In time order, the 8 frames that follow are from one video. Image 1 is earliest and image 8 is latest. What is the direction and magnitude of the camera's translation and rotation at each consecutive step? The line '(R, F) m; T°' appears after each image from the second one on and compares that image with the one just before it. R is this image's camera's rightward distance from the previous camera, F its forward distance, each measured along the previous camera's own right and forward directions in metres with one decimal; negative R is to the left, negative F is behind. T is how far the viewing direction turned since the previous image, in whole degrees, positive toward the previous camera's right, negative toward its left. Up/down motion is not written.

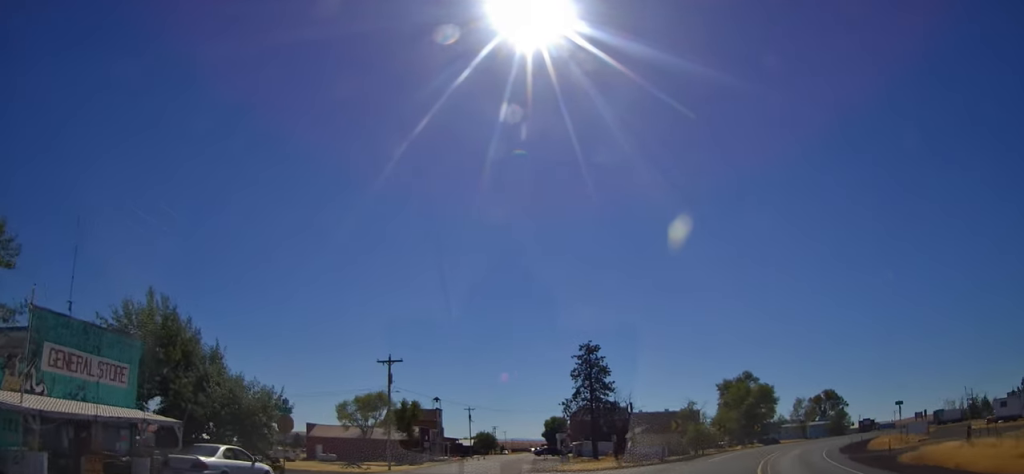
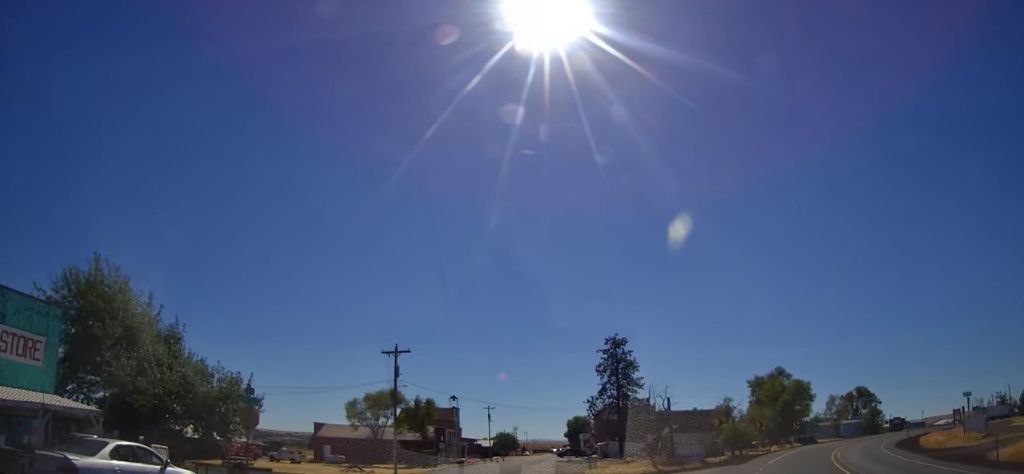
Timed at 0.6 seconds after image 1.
(+0.4, +6.5) m; 0°
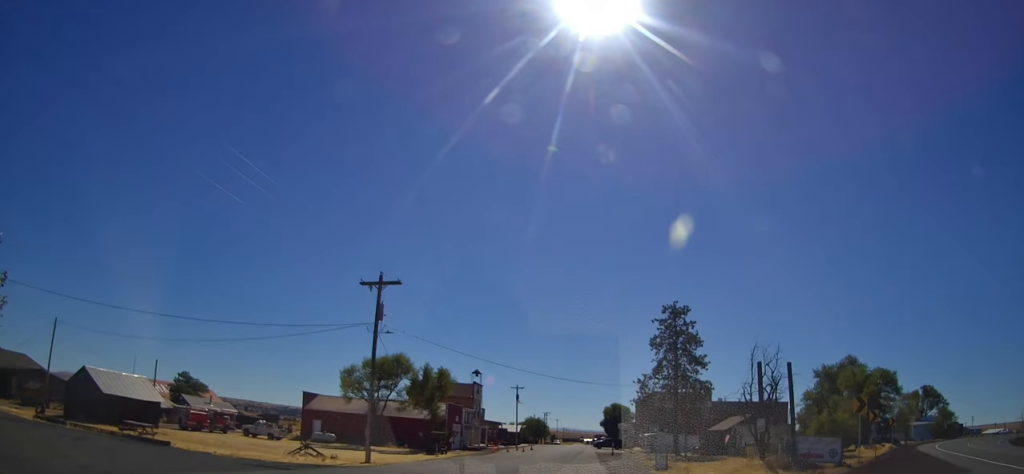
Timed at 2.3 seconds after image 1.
(-1.2, +17.7) m; -8°
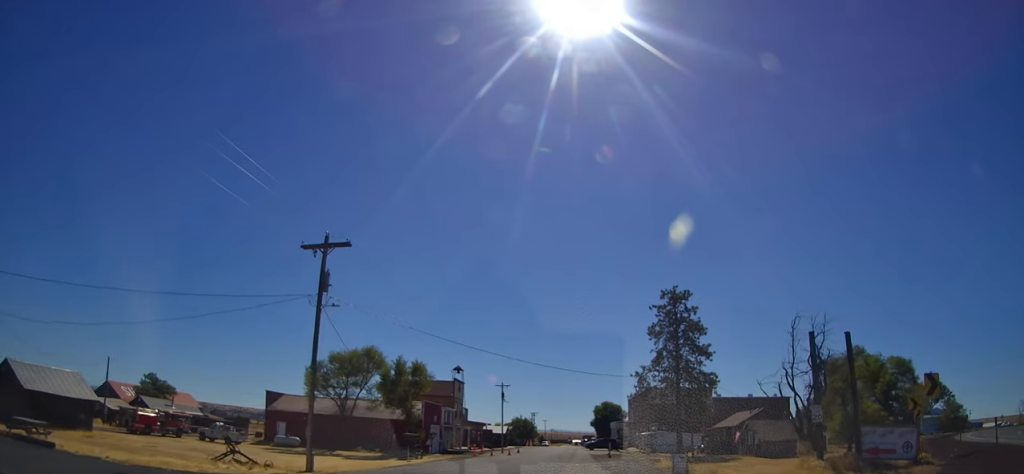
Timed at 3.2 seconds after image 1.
(-0.5, +8.0) m; -4°
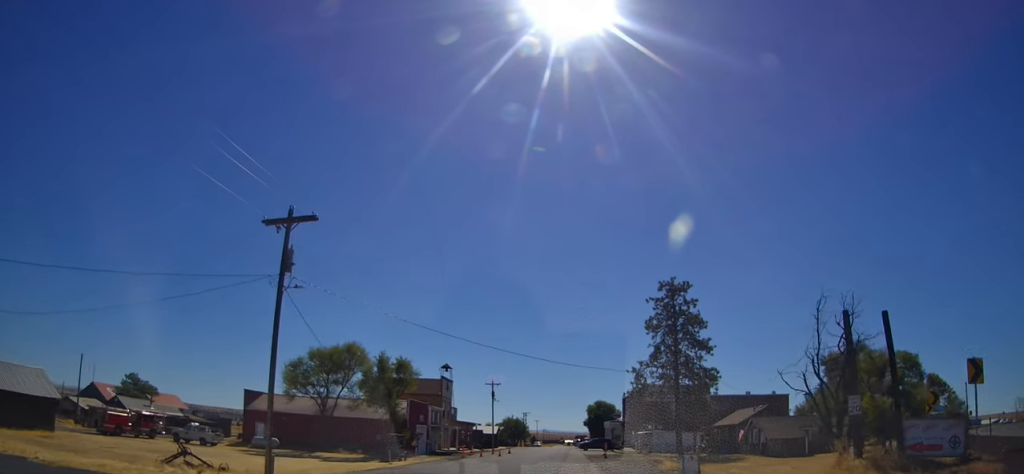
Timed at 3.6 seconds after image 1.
(-0.1, +3.8) m; -2°
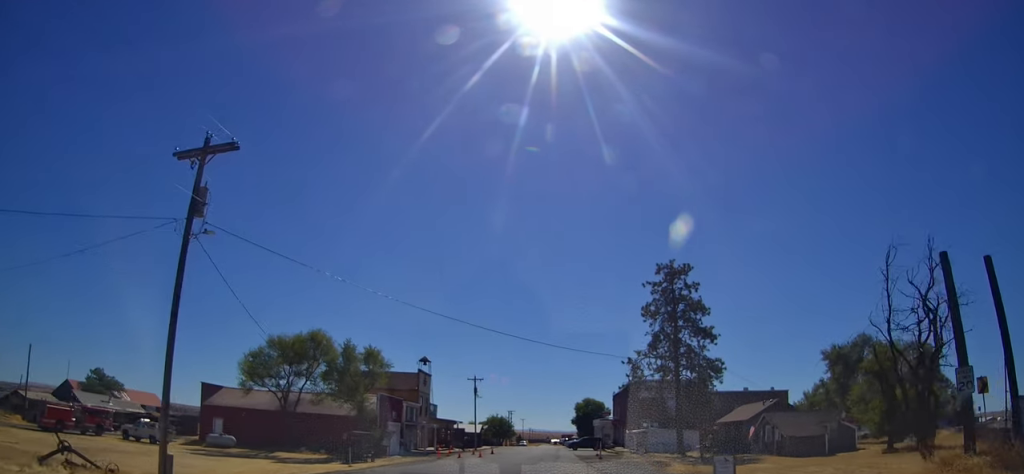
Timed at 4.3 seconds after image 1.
(0.0, +6.6) m; +4°
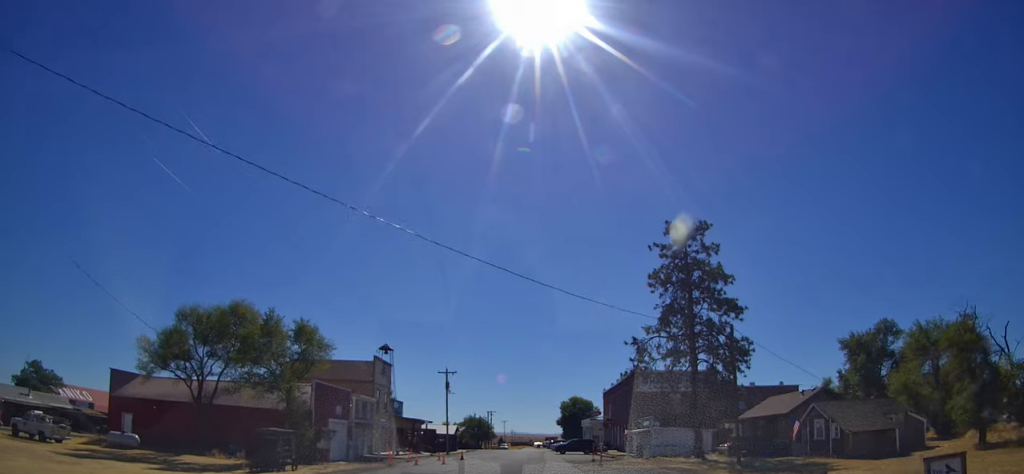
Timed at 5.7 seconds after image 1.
(+0.7, +11.9) m; +1°
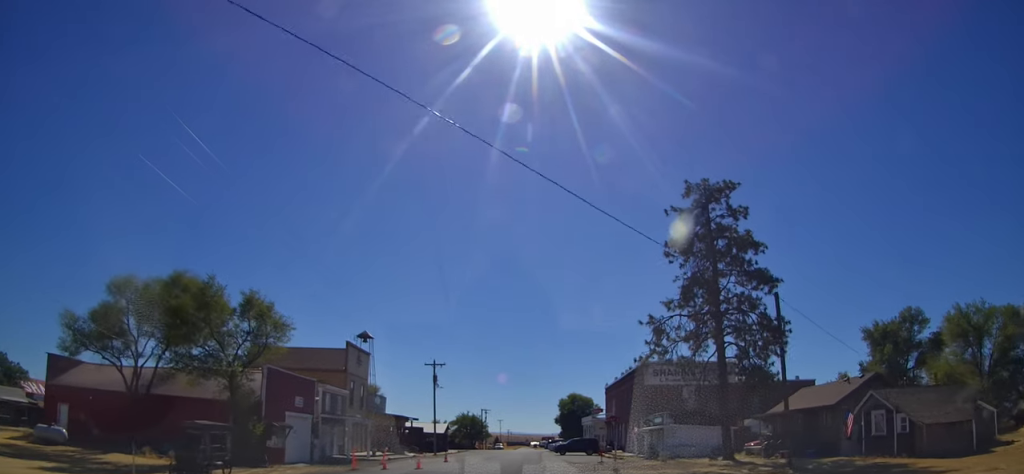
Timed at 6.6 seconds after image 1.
(-0.6, +7.1) m; 0°
